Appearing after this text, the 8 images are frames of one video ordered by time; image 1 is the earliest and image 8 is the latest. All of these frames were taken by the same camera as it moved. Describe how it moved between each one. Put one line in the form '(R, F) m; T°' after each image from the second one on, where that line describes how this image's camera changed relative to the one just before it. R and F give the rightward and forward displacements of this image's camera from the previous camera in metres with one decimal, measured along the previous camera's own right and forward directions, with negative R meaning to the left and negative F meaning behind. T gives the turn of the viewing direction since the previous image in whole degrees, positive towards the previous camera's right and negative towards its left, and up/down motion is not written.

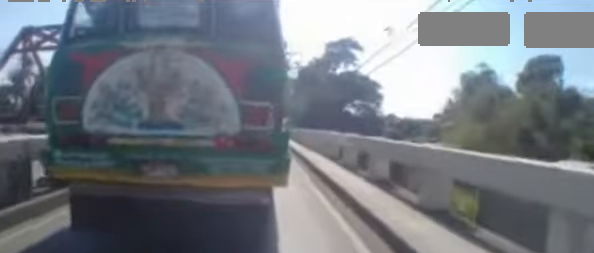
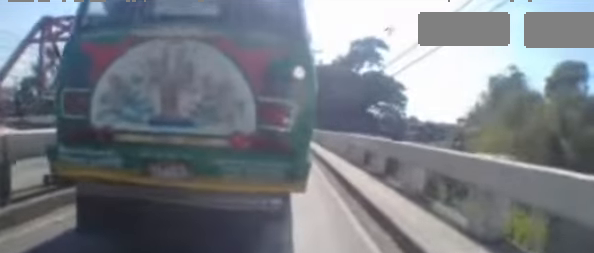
(0.0, +0.9) m; 0°
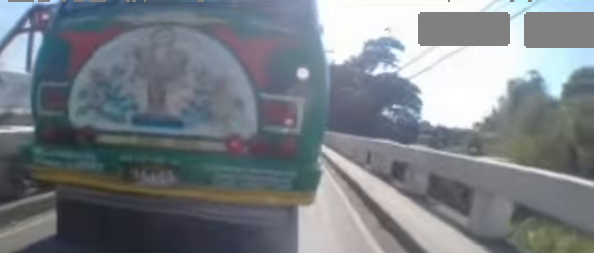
(0.0, +2.5) m; 0°
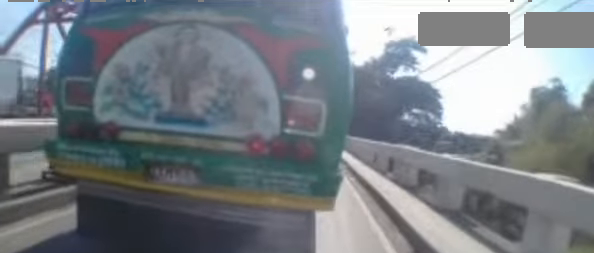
(0.0, +0.8) m; 0°
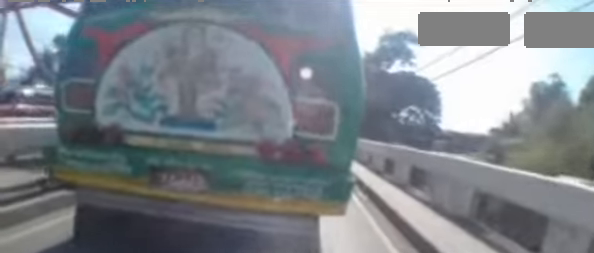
(0.0, +2.5) m; 0°
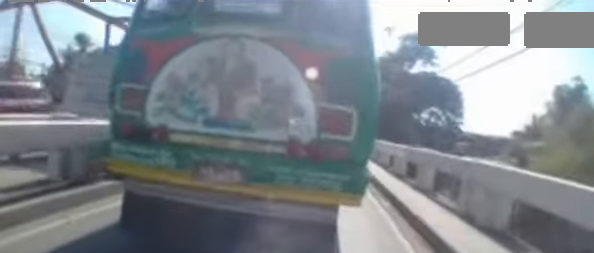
(0.0, +0.1) m; 0°
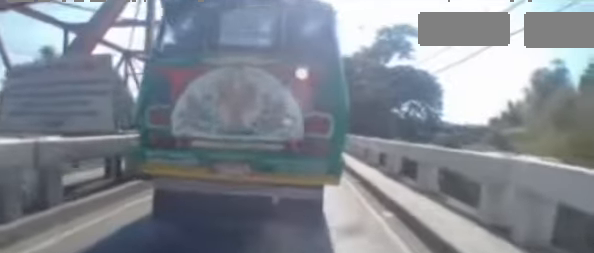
(0.0, +0.4) m; 0°
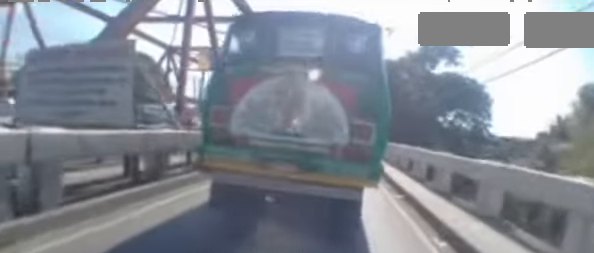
(0.0, +0.5) m; 0°
